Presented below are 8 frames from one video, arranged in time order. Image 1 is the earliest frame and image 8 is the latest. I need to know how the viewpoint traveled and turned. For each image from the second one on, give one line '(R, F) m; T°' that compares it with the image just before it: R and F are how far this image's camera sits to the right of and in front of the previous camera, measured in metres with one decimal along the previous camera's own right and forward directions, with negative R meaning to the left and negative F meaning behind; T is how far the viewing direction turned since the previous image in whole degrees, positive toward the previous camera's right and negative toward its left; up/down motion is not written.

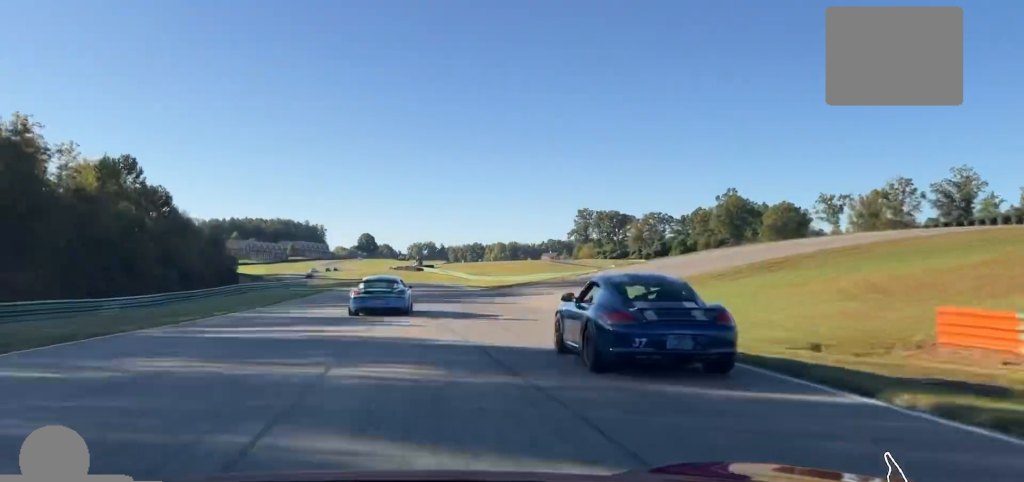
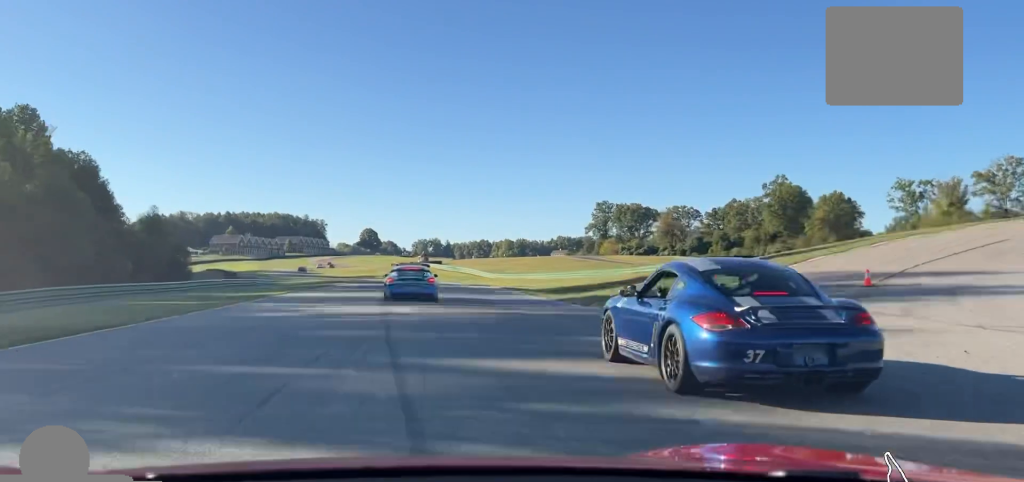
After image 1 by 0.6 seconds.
(-0.3, +32.4) m; -1°
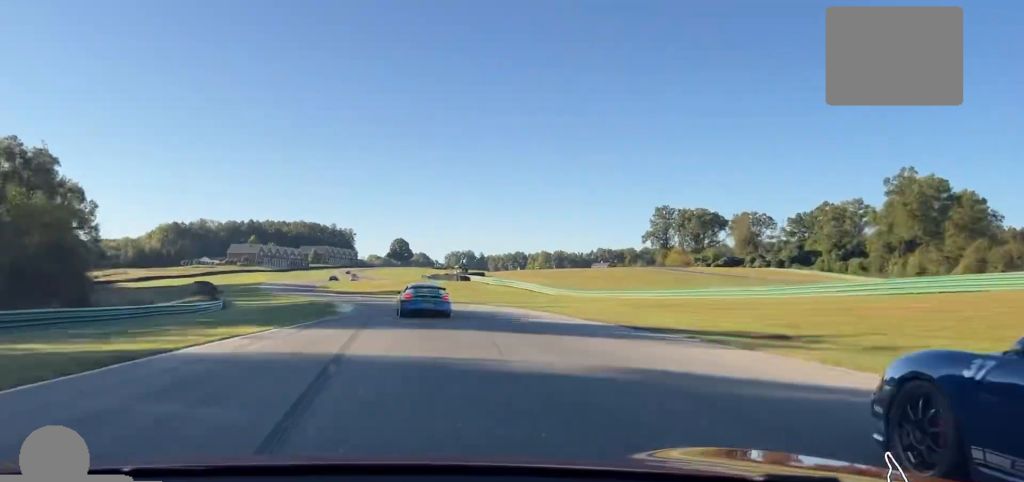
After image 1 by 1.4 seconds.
(-0.5, +43.8) m; -2°
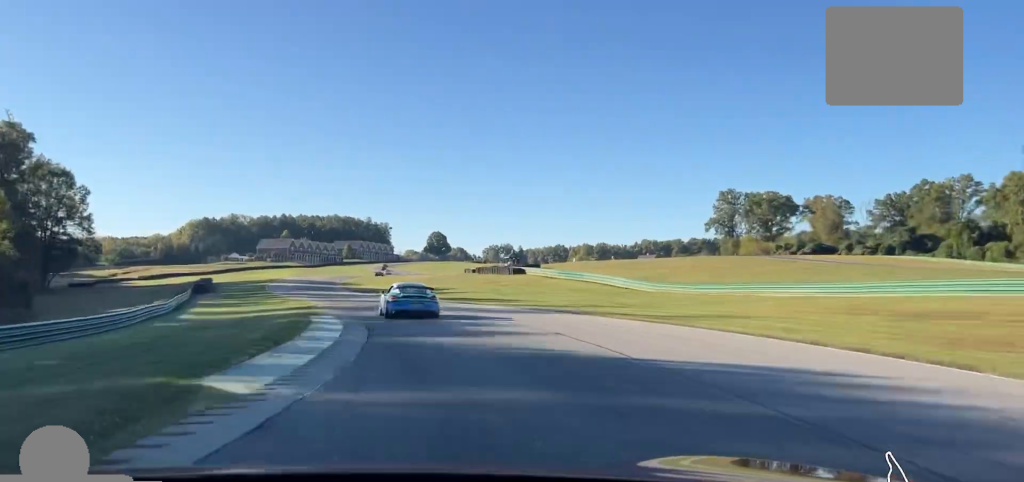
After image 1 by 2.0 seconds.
(-0.4, +27.4) m; -2°
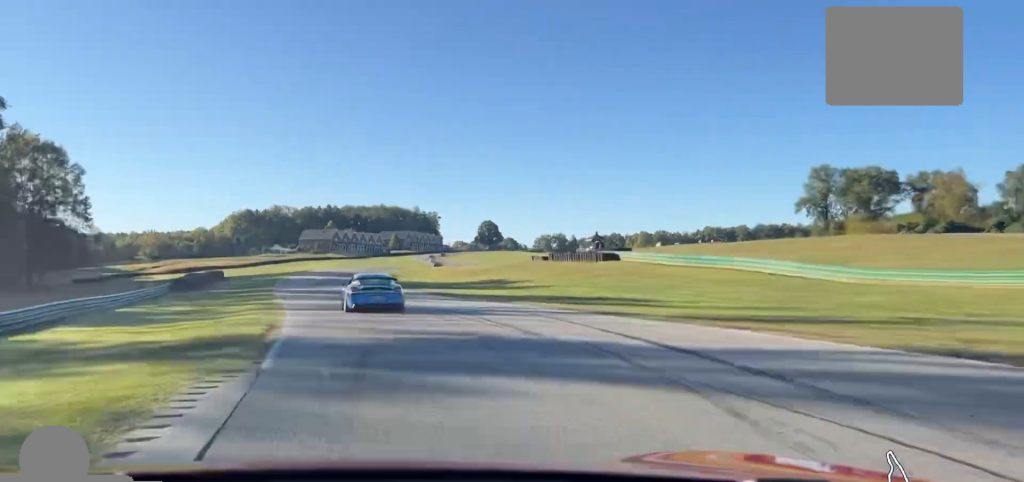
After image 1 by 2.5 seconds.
(-0.5, +27.2) m; -3°
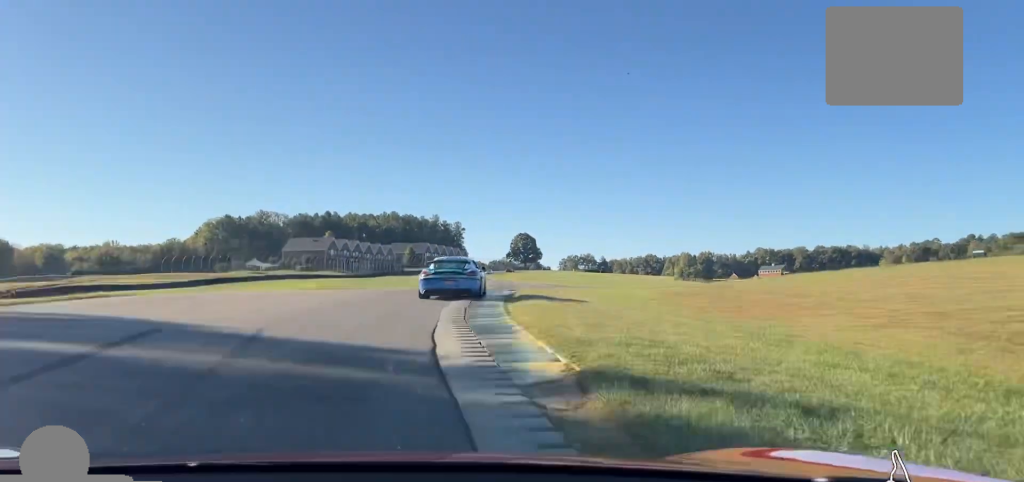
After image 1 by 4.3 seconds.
(-7.7, +92.0) m; -4°
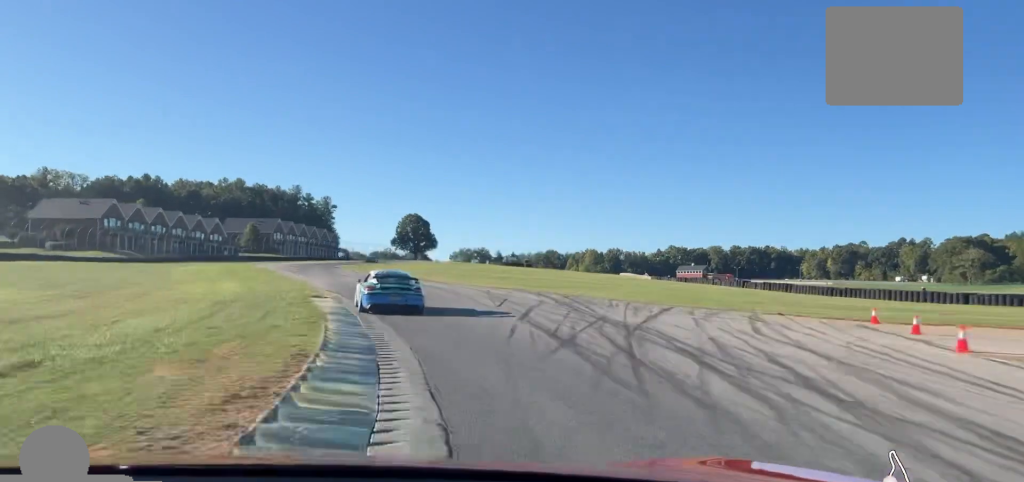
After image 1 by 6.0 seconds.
(+11.6, +84.2) m; +11°
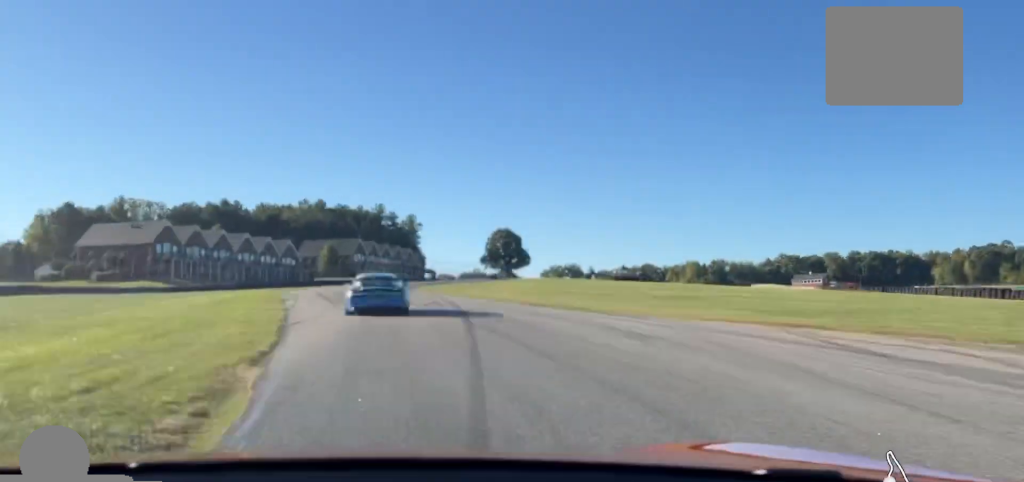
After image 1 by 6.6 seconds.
(+0.1, +29.9) m; -2°
